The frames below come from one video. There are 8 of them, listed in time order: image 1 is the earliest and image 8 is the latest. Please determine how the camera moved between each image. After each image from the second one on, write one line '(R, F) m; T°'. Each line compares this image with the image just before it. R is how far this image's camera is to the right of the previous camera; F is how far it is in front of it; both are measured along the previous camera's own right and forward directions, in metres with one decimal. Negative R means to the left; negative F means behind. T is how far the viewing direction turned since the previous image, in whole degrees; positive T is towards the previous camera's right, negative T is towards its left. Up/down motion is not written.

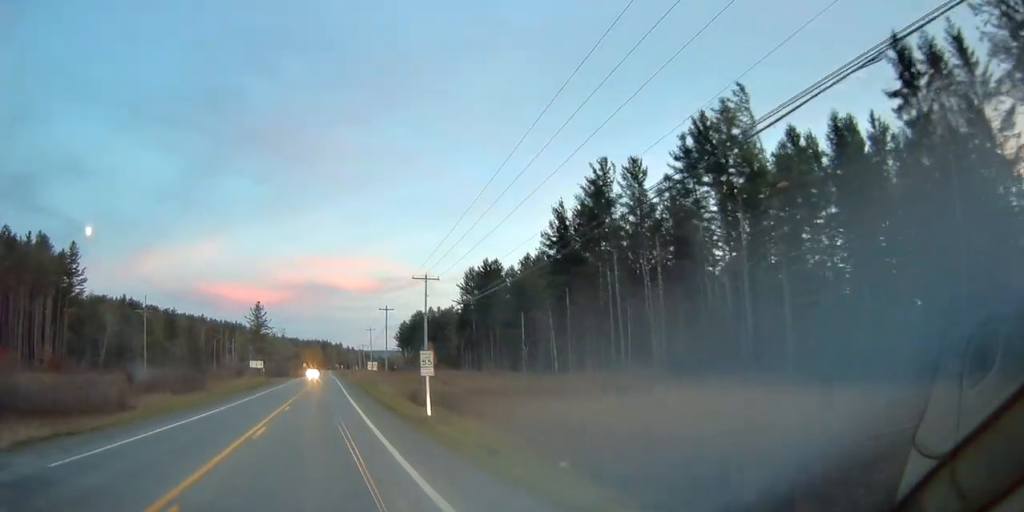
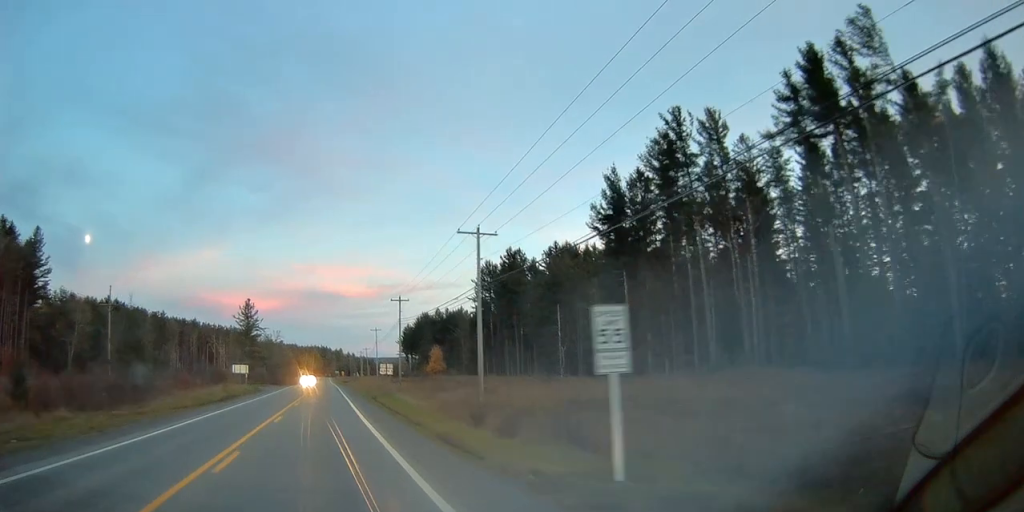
(0.0, +17.8) m; 0°
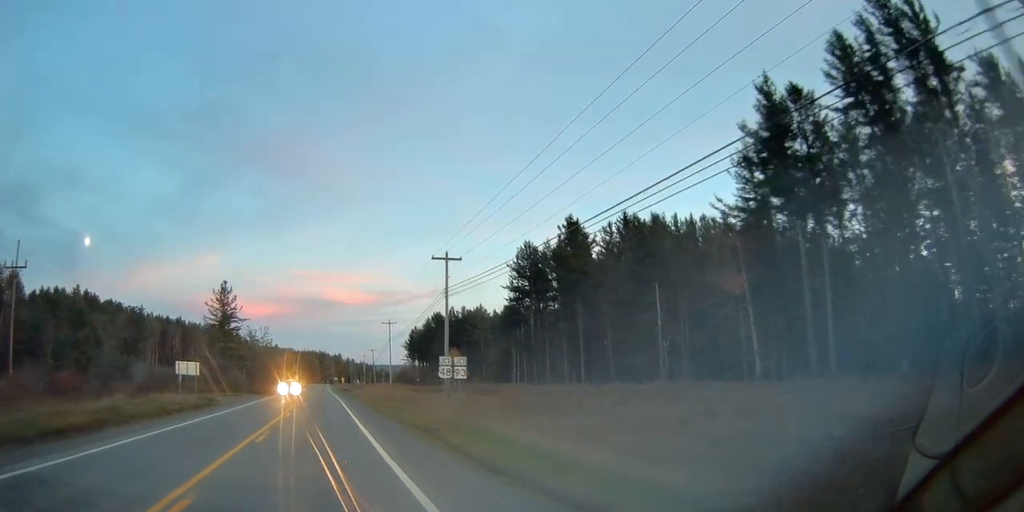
(+0.2, +29.8) m; 0°
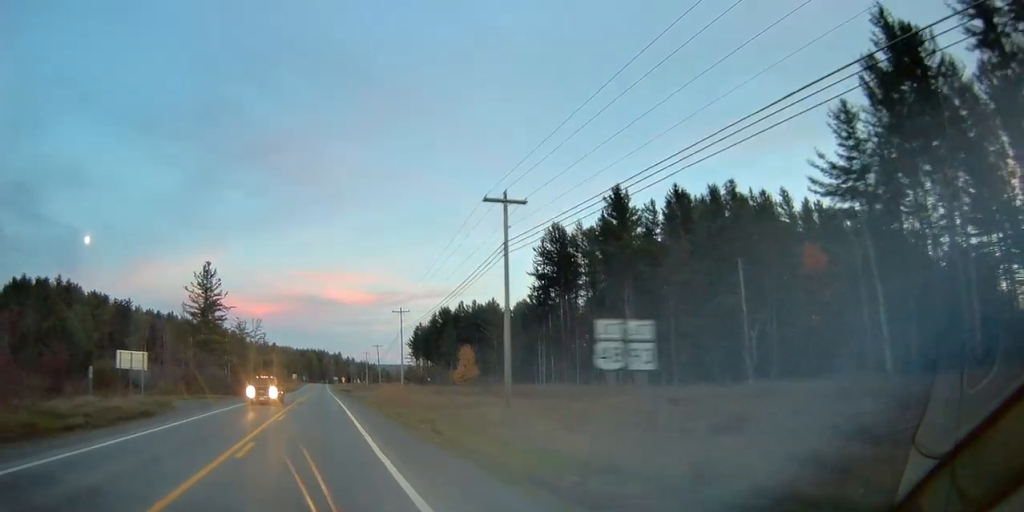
(-0.1, +15.2) m; 0°
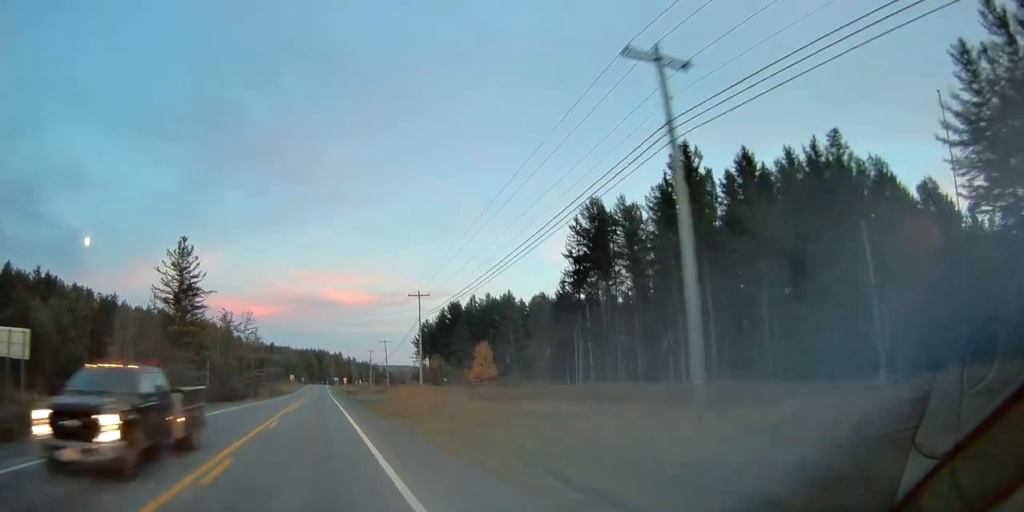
(0.0, +15.9) m; 0°
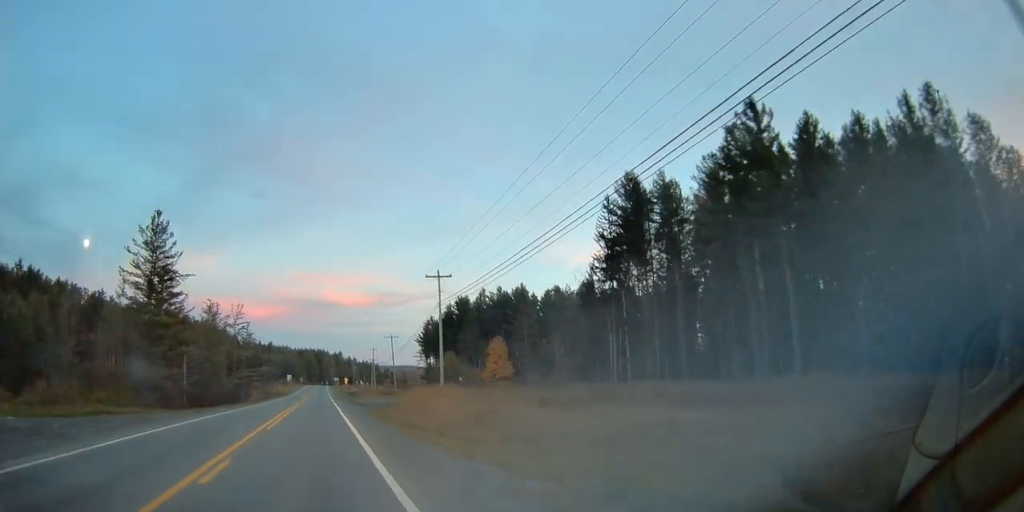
(0.0, +11.9) m; 0°
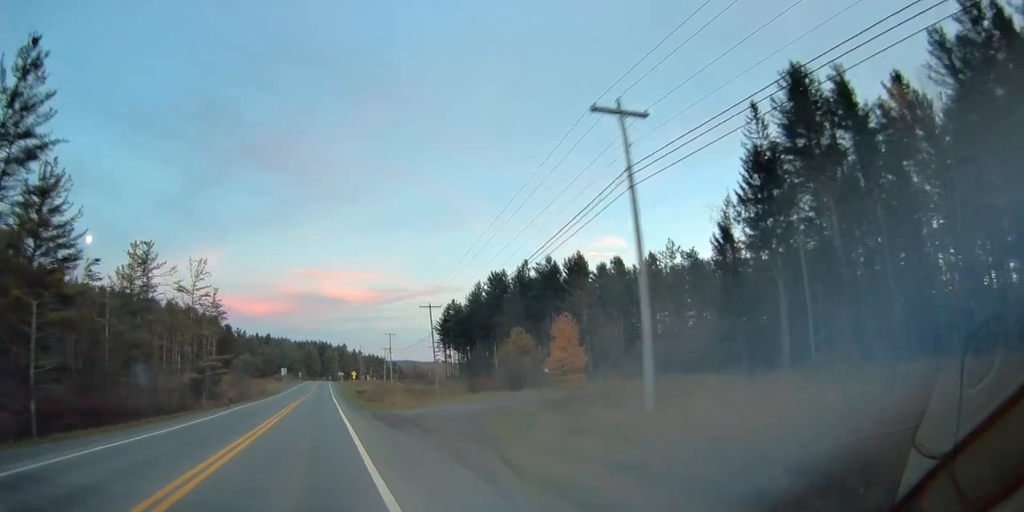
(0.0, +34.5) m; 0°
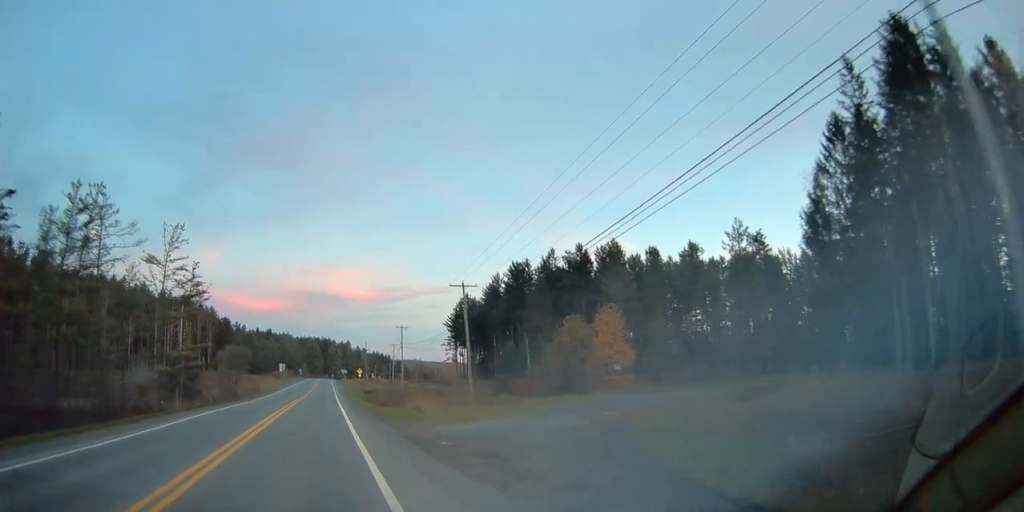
(+0.1, +14.0) m; 0°
